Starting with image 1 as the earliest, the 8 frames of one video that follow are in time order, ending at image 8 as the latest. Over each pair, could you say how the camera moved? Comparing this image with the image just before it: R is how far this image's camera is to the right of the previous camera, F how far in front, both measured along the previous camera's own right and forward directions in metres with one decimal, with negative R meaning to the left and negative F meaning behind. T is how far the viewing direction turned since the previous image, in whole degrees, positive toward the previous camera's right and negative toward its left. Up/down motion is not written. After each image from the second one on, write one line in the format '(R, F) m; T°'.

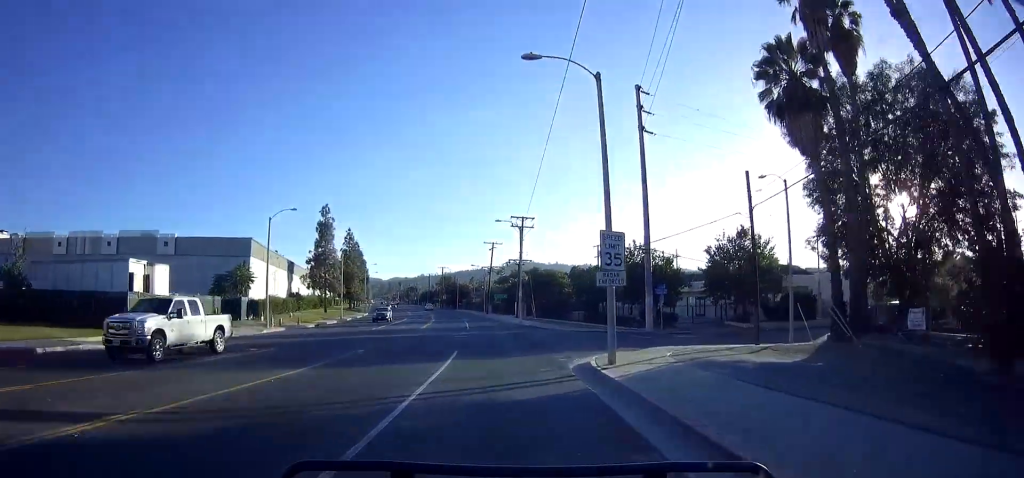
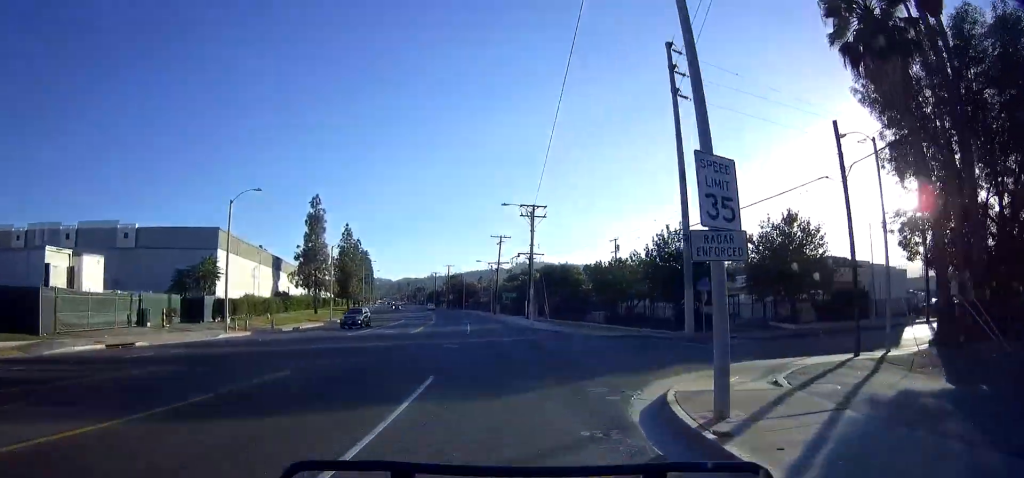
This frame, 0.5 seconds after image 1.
(-0.3, +7.8) m; -1°
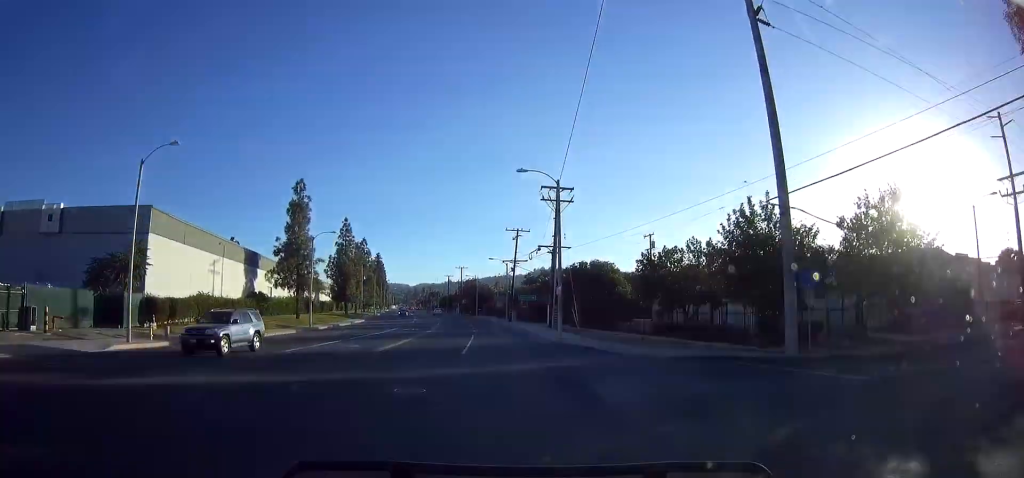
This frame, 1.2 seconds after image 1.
(-0.4, +11.5) m; -1°
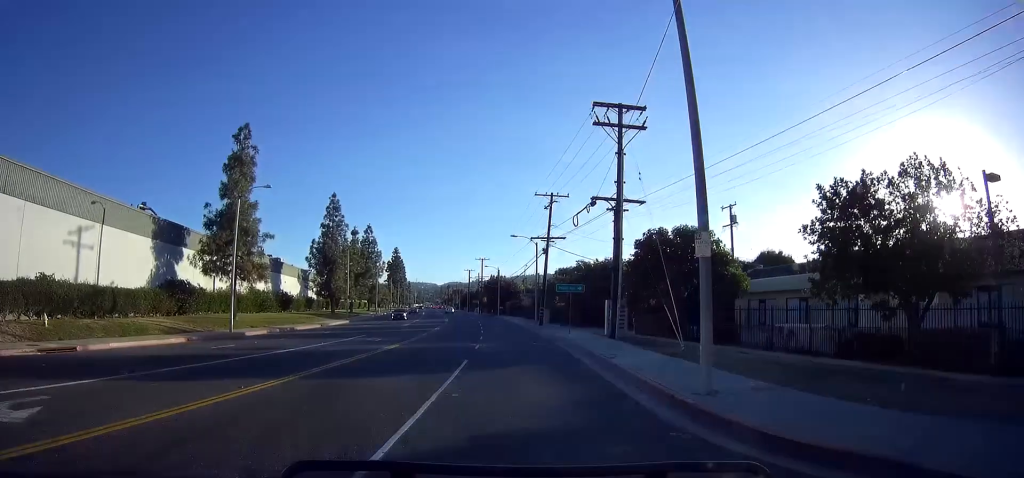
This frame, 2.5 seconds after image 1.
(+0.1, +20.0) m; -2°
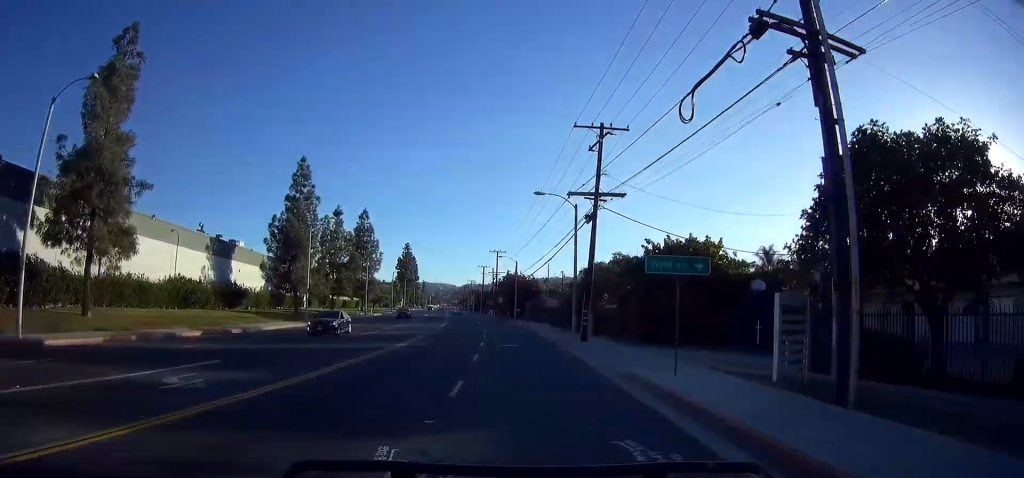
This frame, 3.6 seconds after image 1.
(-0.7, +18.5) m; -3°
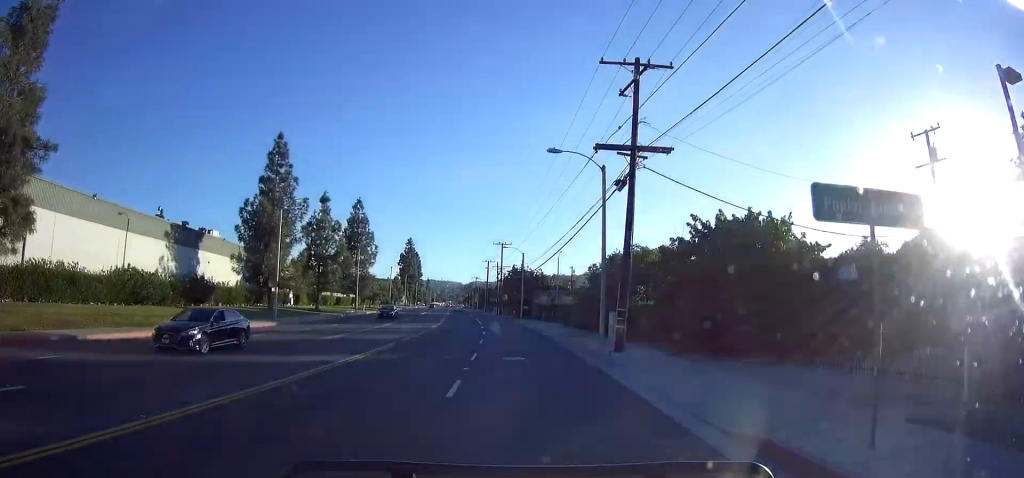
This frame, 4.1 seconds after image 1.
(-0.1, +7.6) m; 0°
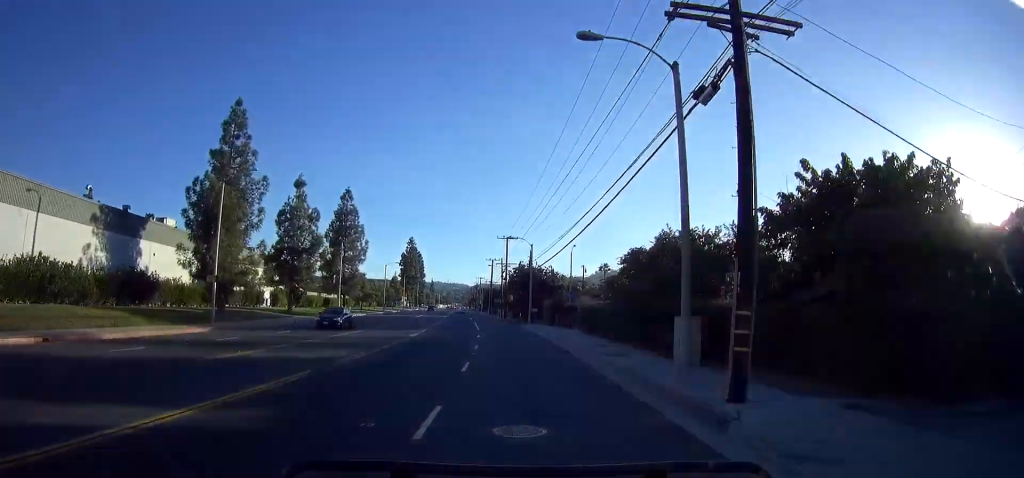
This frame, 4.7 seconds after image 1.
(0.0, +10.0) m; 0°
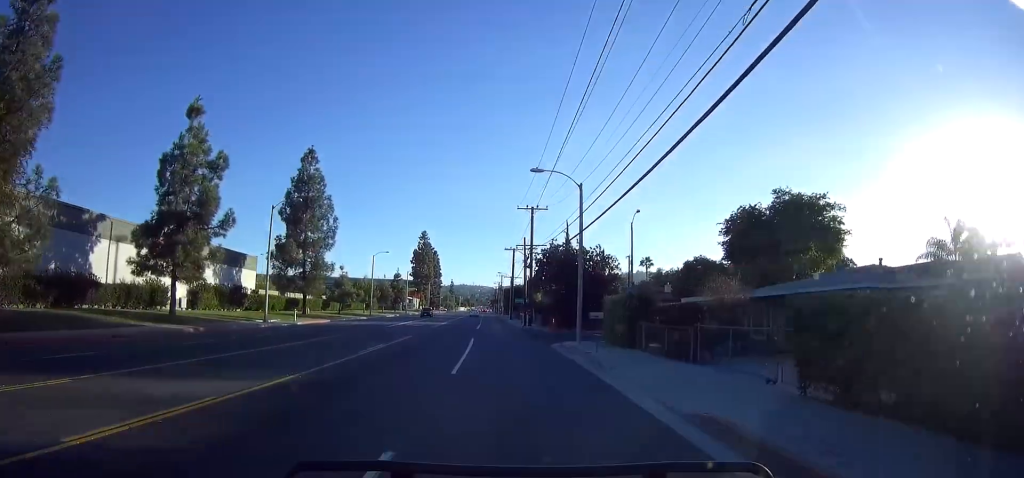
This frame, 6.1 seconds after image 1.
(-0.2, +24.6) m; -3°
